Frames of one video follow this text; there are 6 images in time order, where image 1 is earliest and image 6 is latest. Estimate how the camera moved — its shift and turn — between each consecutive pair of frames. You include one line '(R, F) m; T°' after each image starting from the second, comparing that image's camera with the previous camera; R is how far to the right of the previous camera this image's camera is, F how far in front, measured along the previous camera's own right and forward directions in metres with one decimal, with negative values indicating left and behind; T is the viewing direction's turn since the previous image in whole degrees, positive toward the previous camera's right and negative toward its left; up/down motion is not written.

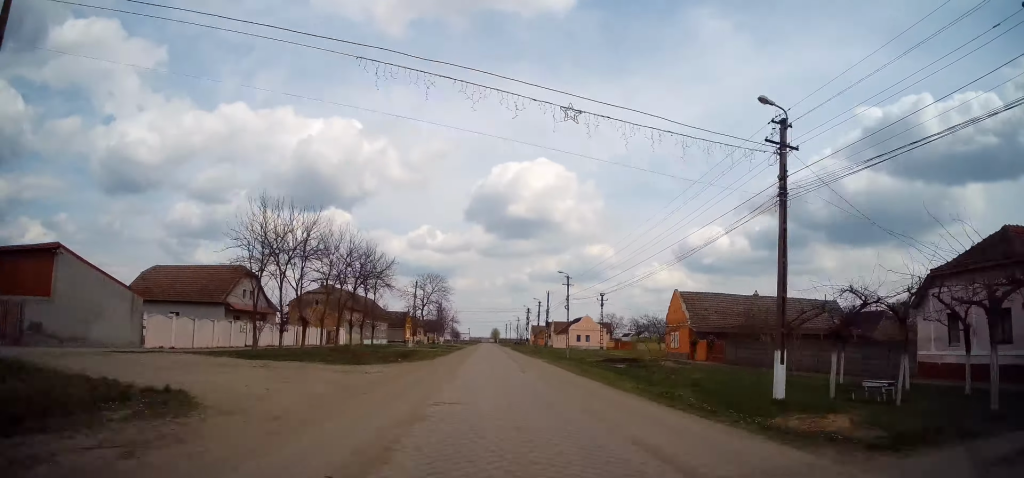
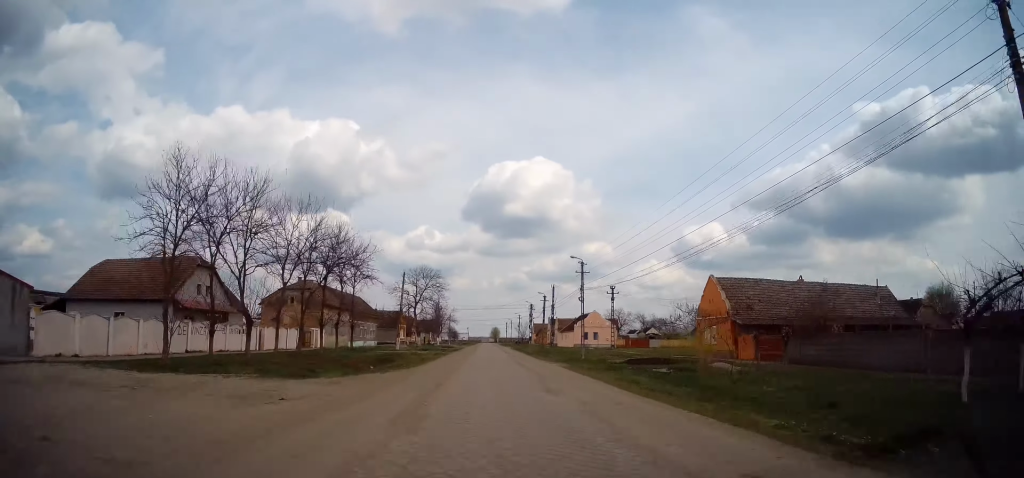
(+0.3, +9.0) m; 0°
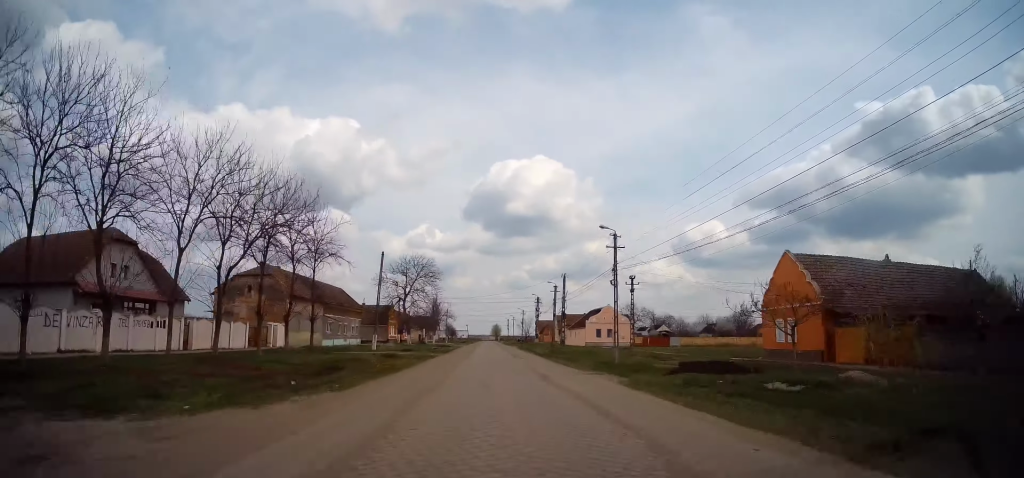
(-0.3, +12.1) m; -1°
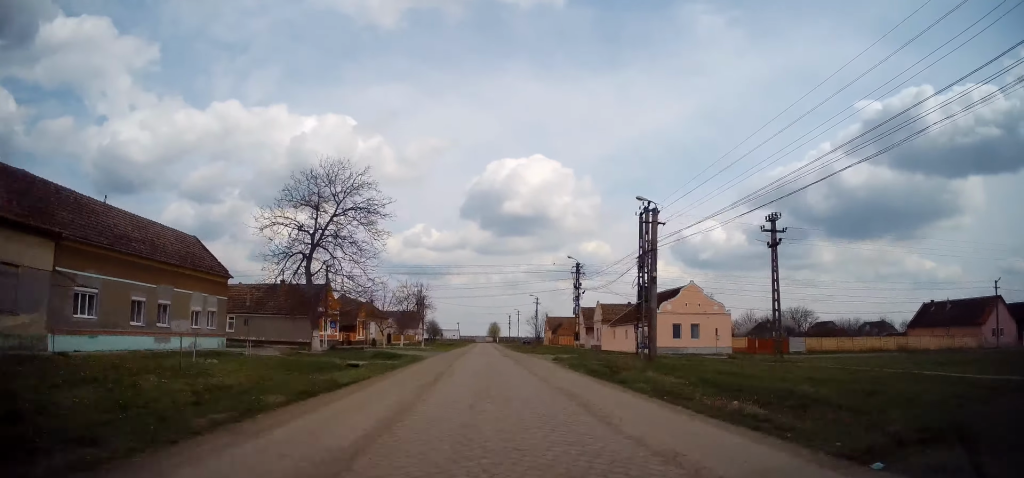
(+0.3, +40.8) m; +1°
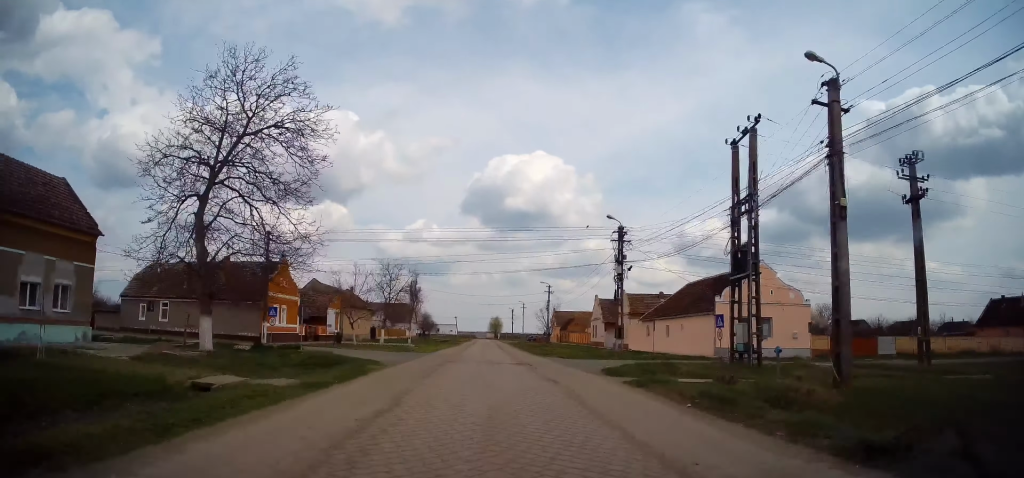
(-0.3, +14.8) m; -1°
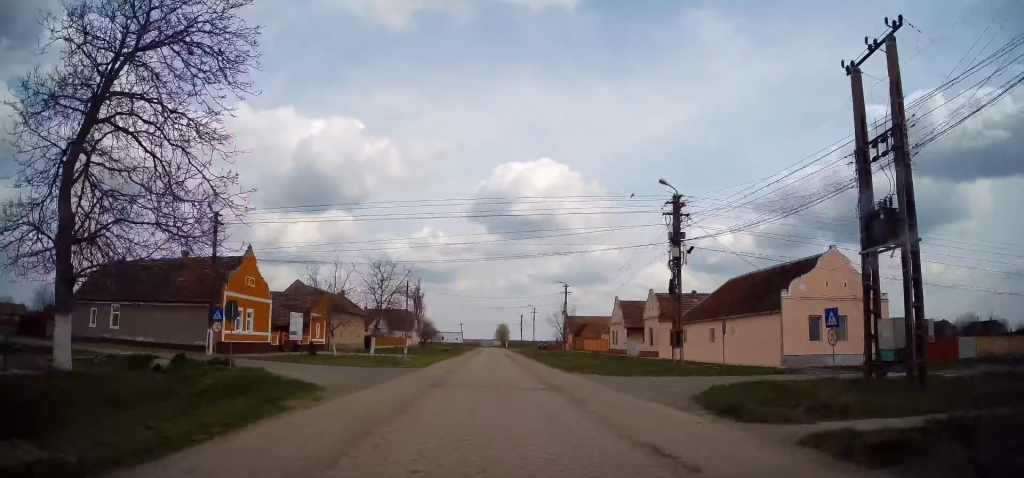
(-0.1, +8.9) m; 0°
